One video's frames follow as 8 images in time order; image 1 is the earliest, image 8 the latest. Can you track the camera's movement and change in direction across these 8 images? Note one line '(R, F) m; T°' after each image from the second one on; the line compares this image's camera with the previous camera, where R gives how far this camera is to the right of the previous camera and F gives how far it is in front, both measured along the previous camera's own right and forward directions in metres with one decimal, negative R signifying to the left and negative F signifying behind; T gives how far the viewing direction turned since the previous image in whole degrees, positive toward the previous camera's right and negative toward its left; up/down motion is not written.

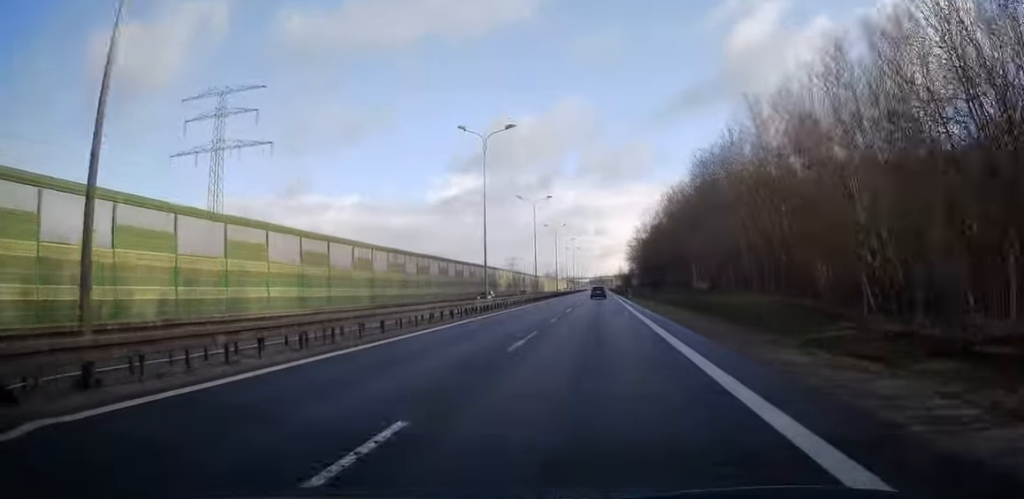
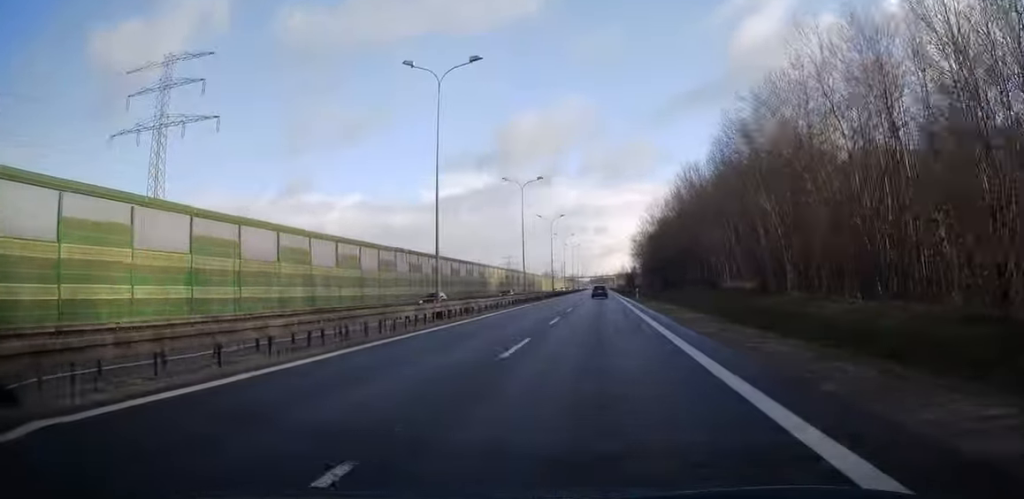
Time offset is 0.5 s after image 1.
(0.0, +13.7) m; 0°
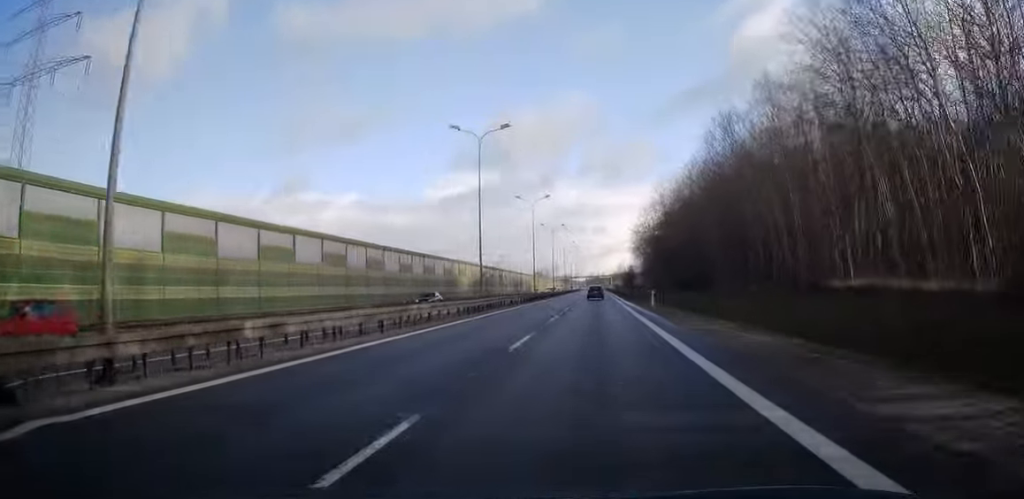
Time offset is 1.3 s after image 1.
(+0.1, +22.2) m; 0°
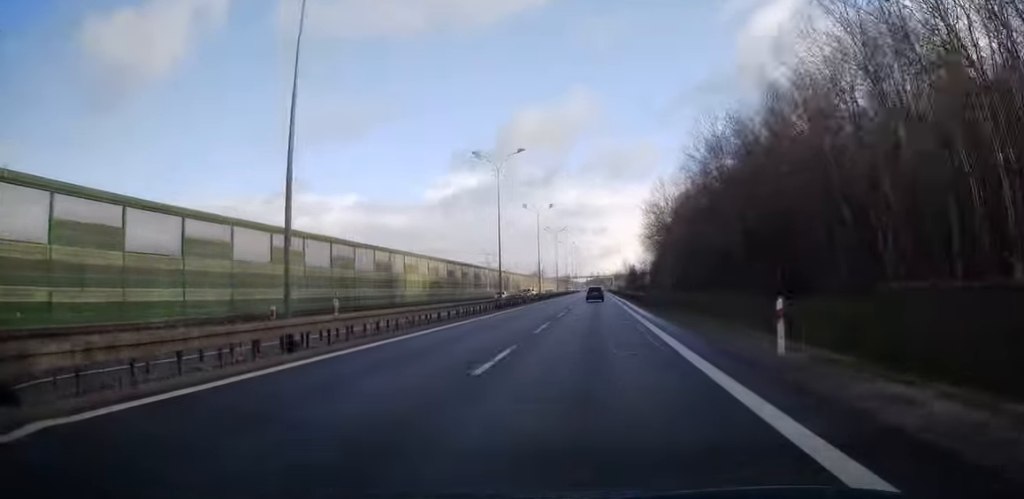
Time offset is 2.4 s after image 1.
(-0.1, +28.3) m; 0°
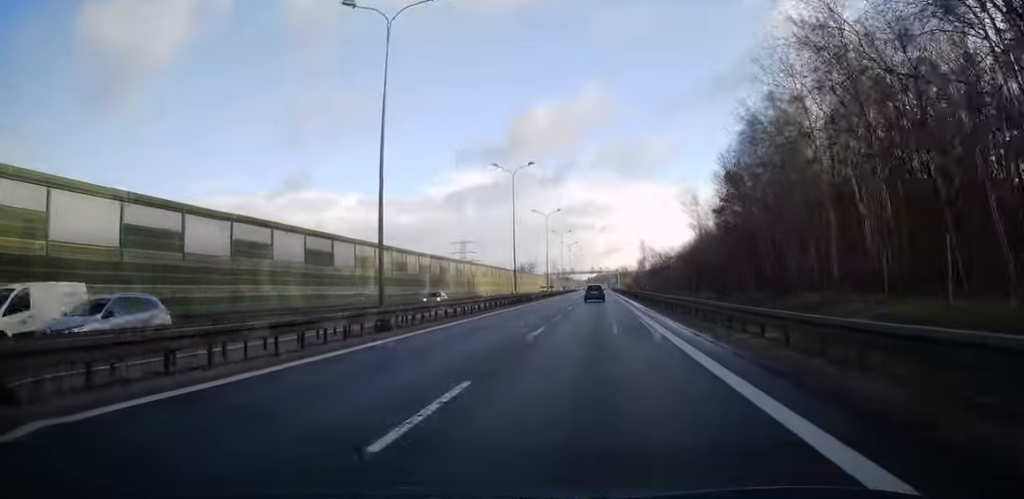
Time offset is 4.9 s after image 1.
(-0.1, +65.5) m; 0°
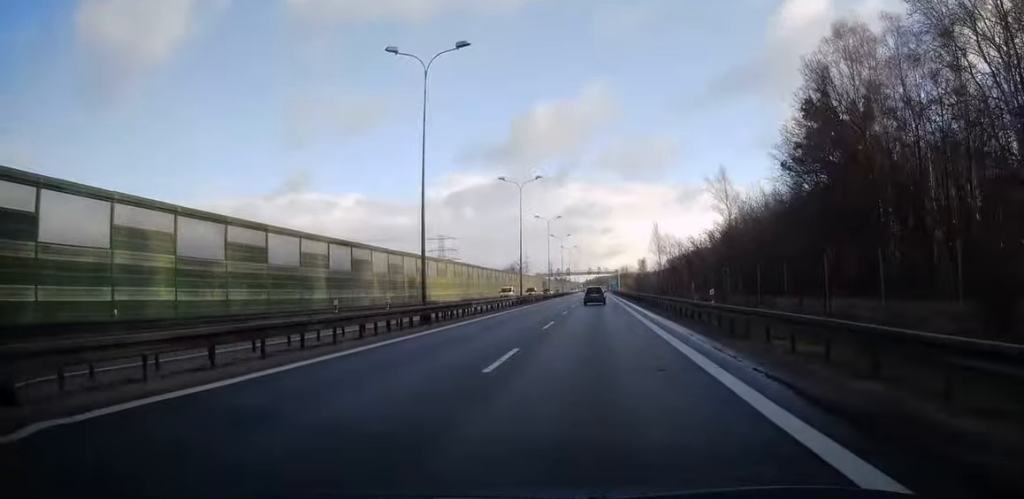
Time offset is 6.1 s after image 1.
(+0.1, +30.5) m; 0°
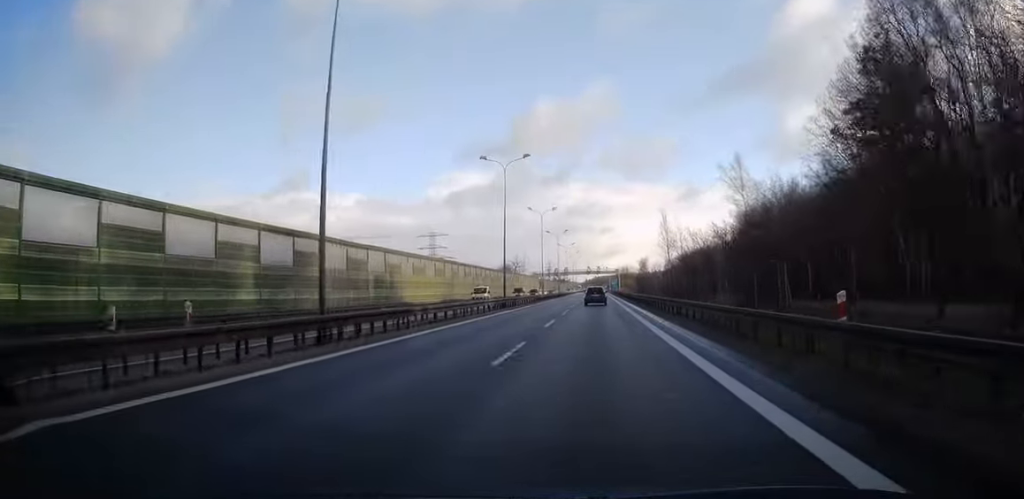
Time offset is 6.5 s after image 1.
(0.0, +11.0) m; 0°
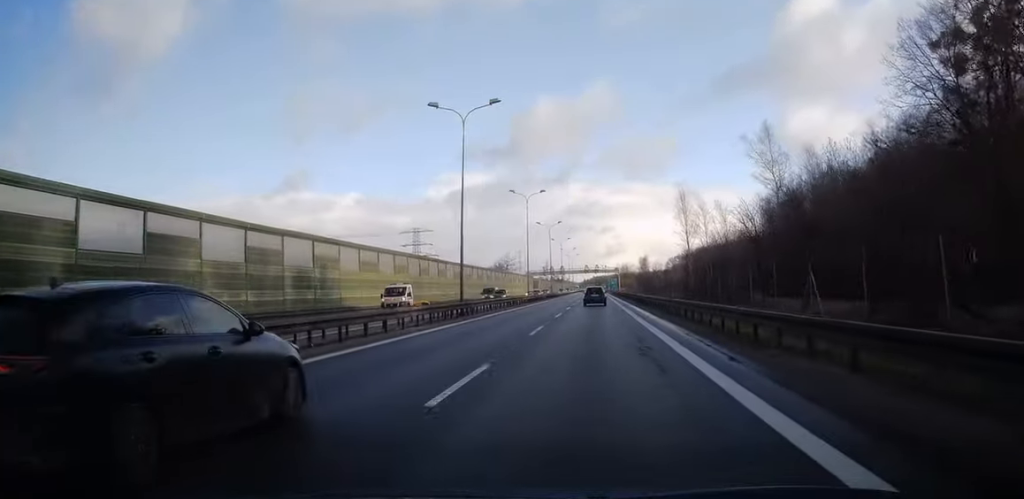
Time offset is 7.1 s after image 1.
(0.0, +16.4) m; 0°
